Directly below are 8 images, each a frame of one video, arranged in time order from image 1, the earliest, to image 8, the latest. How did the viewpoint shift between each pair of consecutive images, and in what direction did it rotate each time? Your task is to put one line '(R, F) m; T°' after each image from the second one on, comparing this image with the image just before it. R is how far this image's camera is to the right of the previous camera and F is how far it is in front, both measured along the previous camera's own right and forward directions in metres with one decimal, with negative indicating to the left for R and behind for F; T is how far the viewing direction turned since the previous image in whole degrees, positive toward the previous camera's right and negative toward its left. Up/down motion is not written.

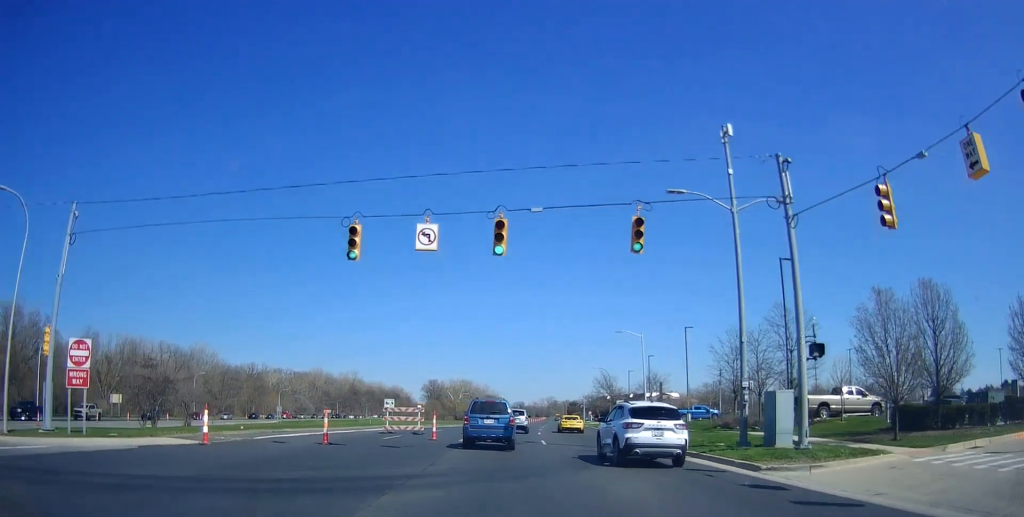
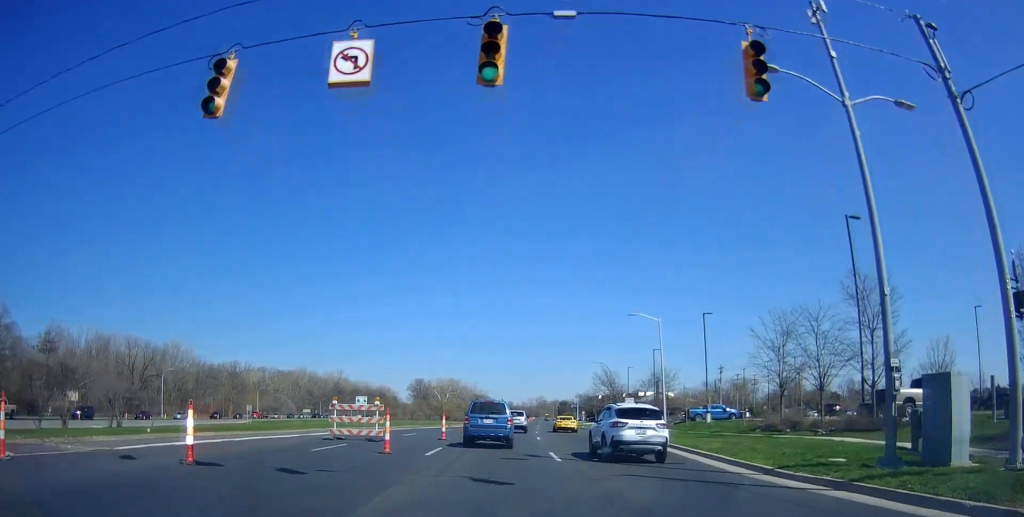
(-0.3, +9.1) m; -1°
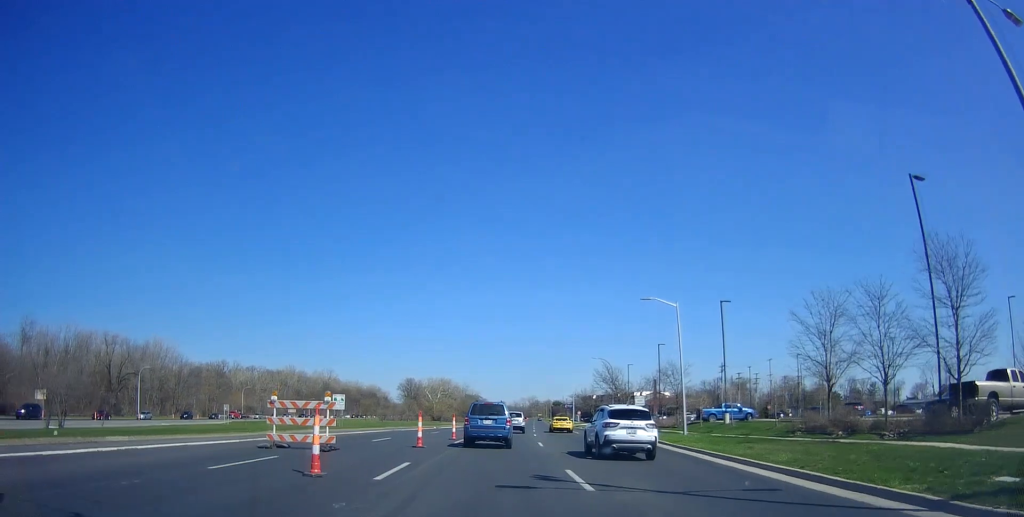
(-0.1, +6.3) m; 0°
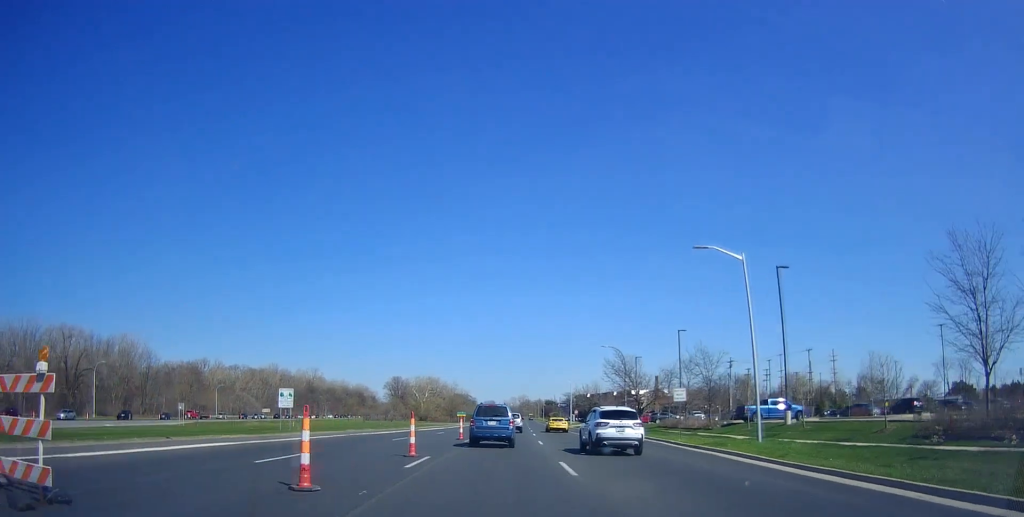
(+0.4, +12.4) m; +2°
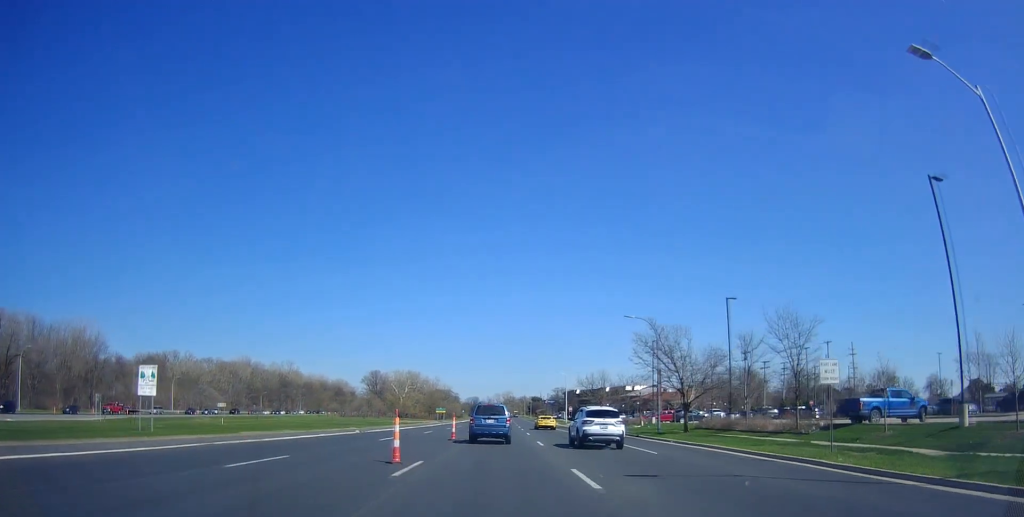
(+0.1, +17.8) m; +1°
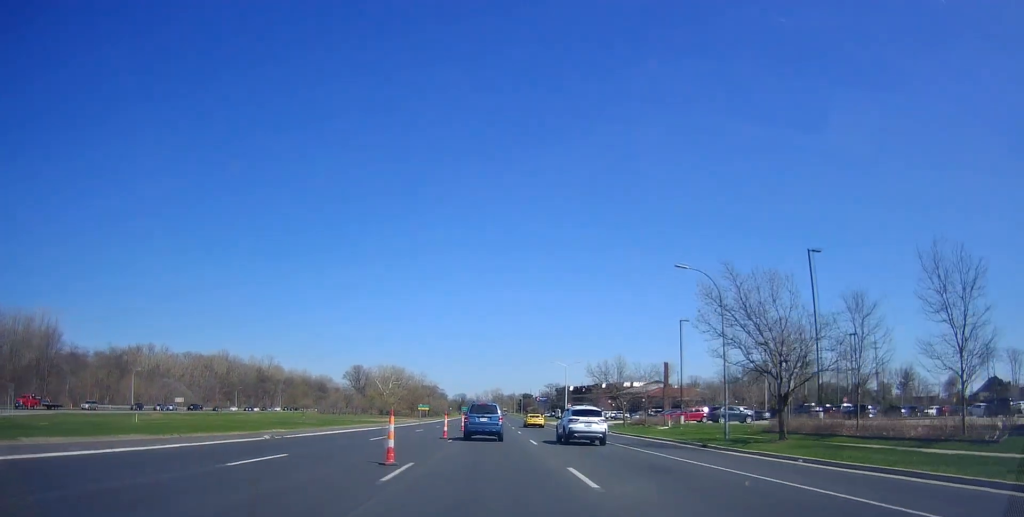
(+0.2, +15.1) m; +1°
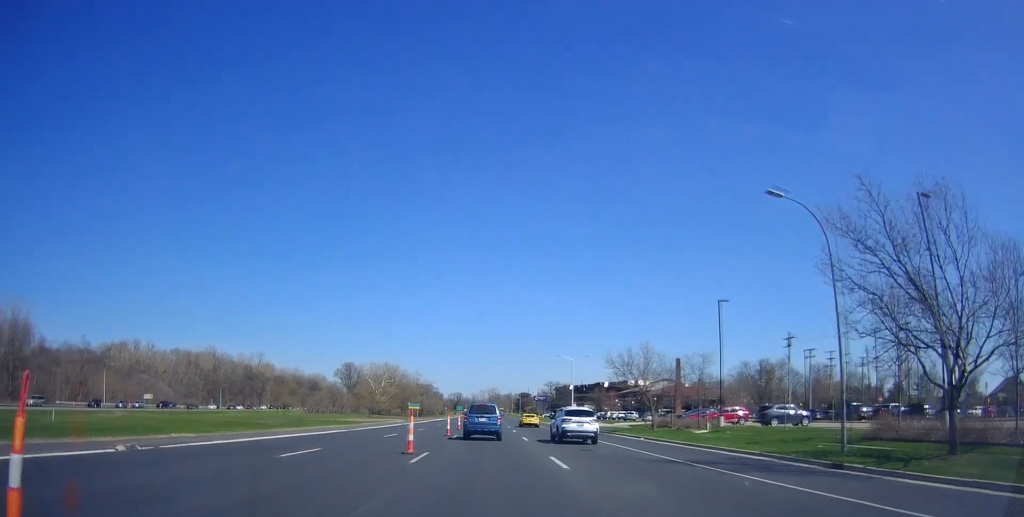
(+0.3, +11.1) m; 0°
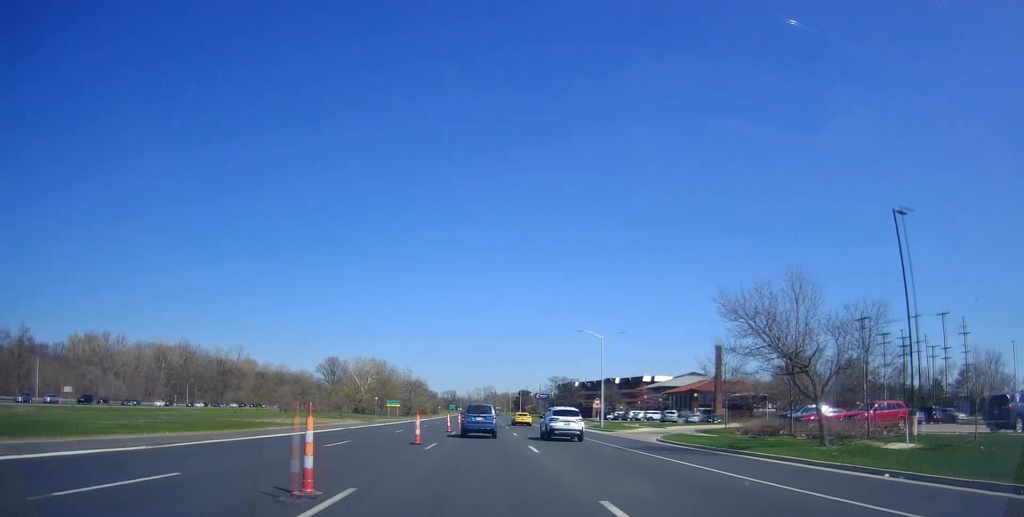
(-0.8, +24.7) m; -1°
